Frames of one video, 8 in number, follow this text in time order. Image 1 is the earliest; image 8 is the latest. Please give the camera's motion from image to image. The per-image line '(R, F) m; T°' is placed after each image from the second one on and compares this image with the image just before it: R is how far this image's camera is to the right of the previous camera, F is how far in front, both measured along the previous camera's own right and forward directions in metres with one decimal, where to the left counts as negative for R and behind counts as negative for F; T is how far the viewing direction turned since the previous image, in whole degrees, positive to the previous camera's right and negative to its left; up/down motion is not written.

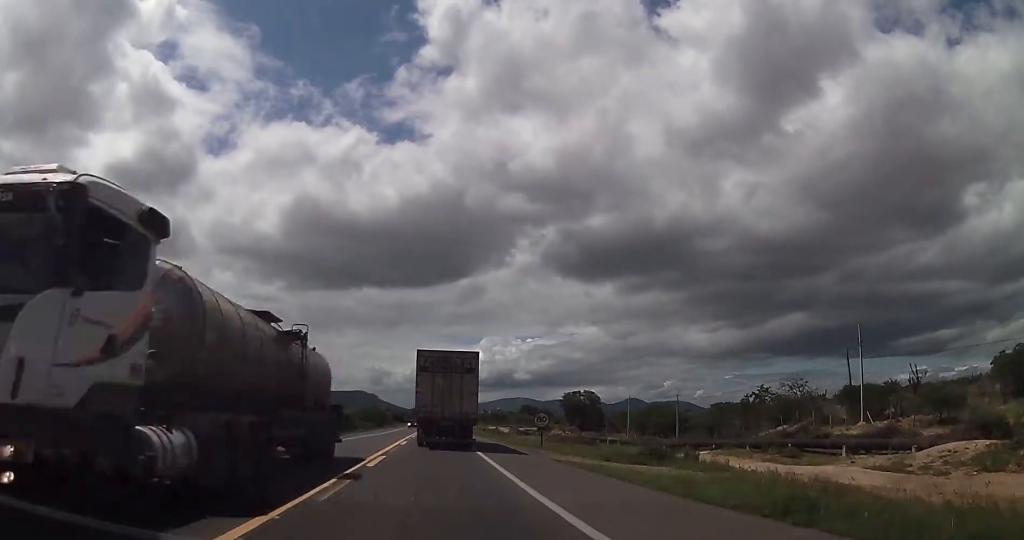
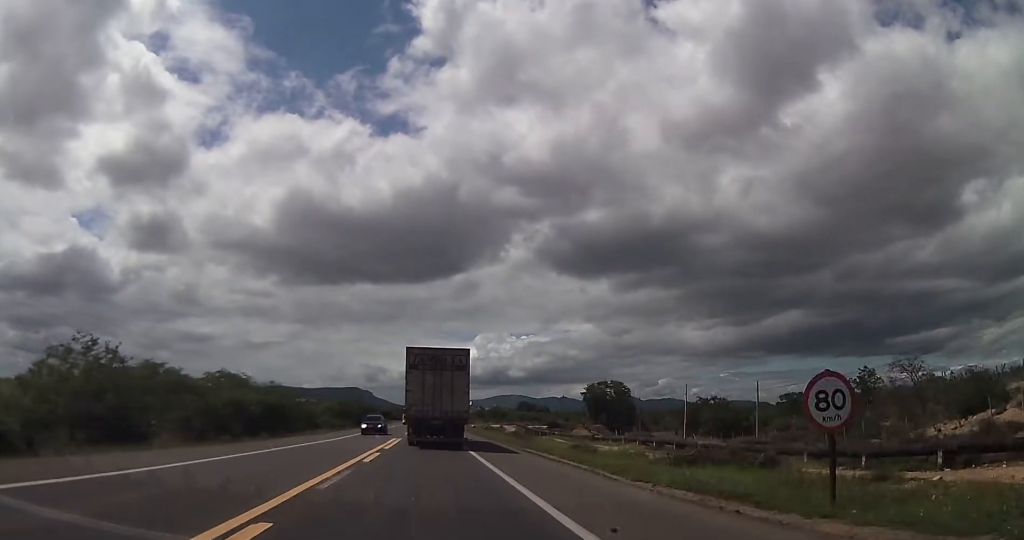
(+0.4, +32.1) m; +1°
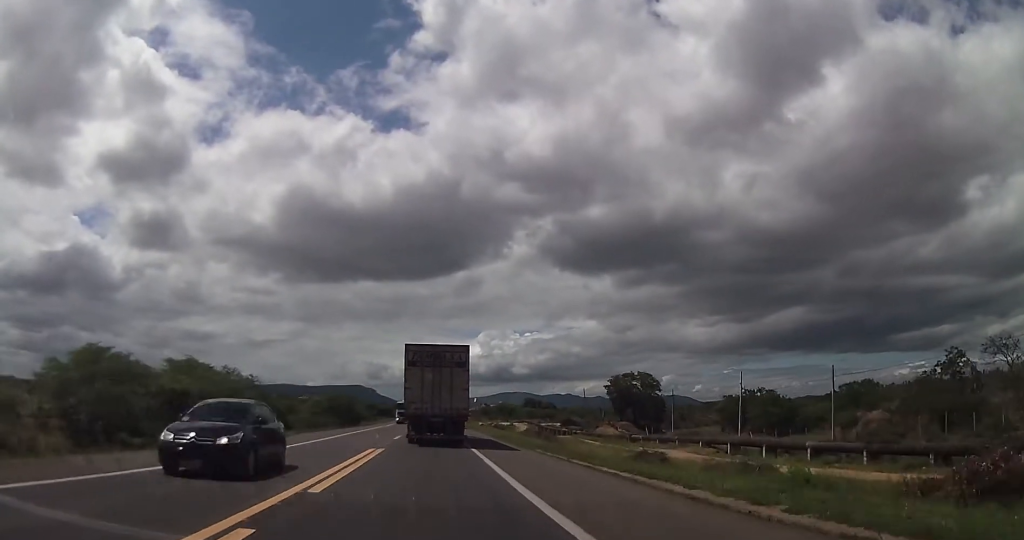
(+0.1, +16.9) m; -1°
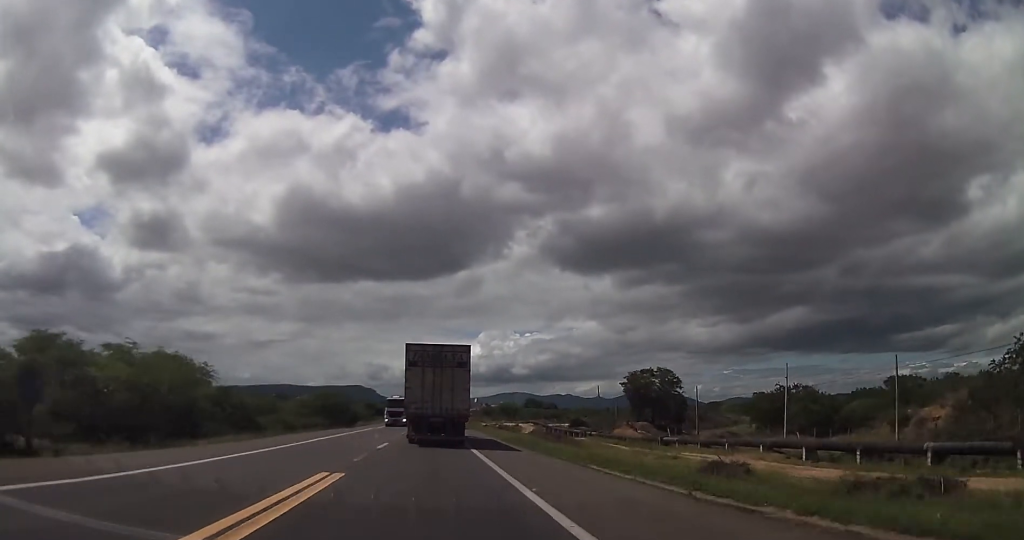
(-0.1, +10.9) m; -1°
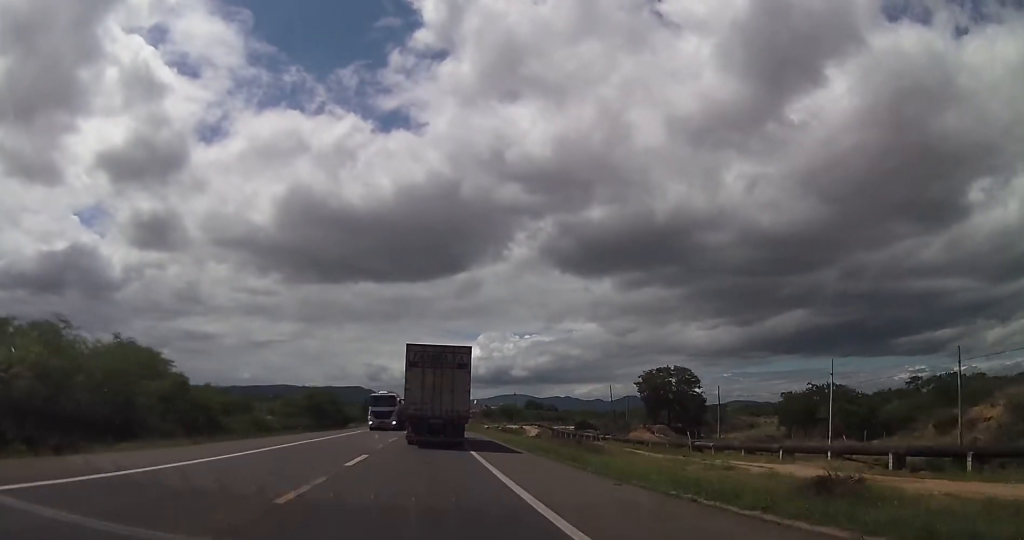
(-0.1, +8.7) m; -1°
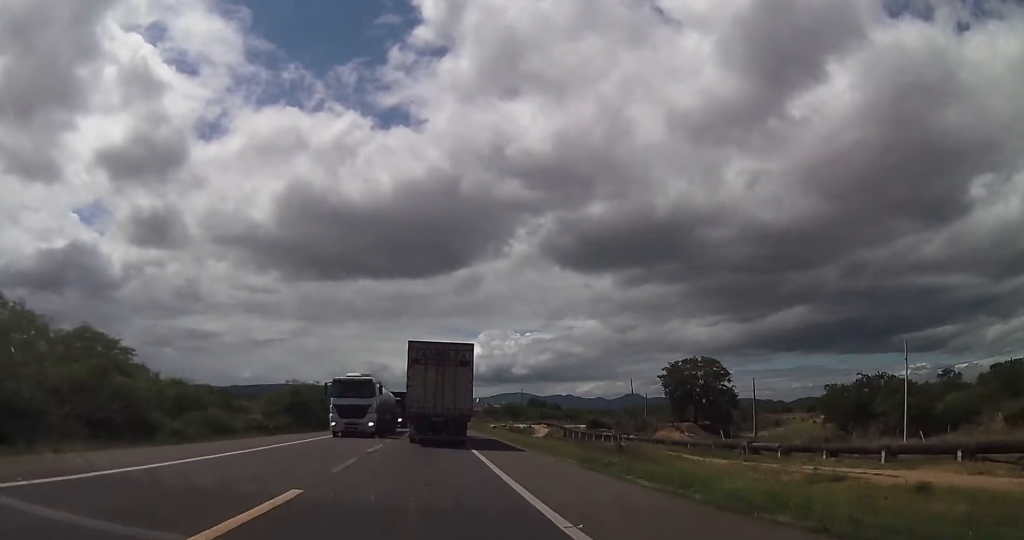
(-0.1, +10.8) m; 0°
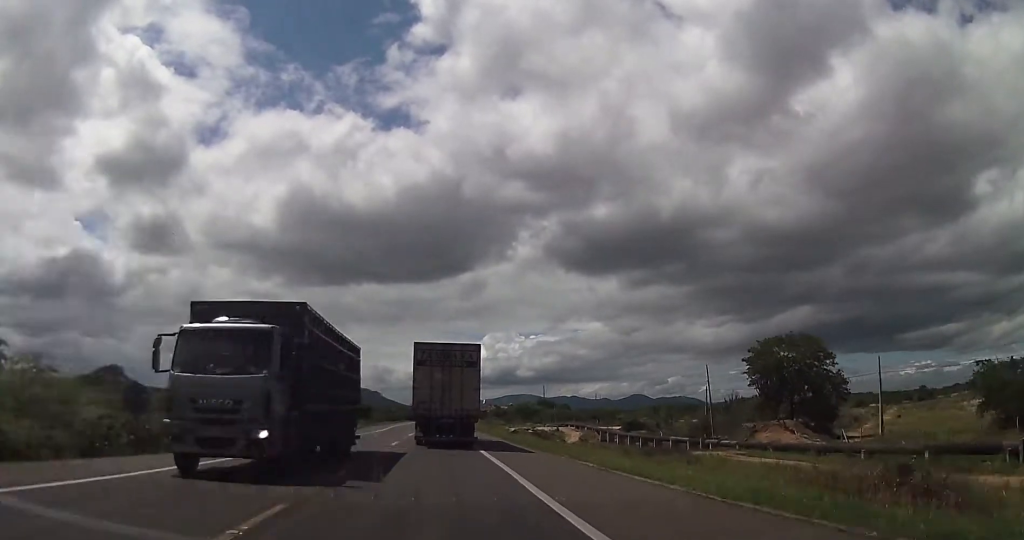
(0.0, +25.7) m; 0°
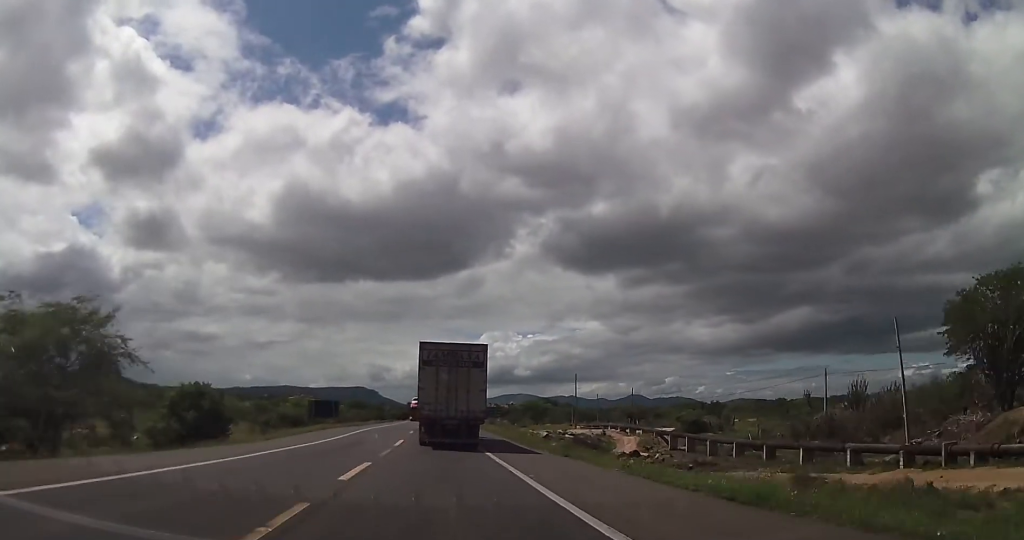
(+0.2, +30.6) m; +1°
